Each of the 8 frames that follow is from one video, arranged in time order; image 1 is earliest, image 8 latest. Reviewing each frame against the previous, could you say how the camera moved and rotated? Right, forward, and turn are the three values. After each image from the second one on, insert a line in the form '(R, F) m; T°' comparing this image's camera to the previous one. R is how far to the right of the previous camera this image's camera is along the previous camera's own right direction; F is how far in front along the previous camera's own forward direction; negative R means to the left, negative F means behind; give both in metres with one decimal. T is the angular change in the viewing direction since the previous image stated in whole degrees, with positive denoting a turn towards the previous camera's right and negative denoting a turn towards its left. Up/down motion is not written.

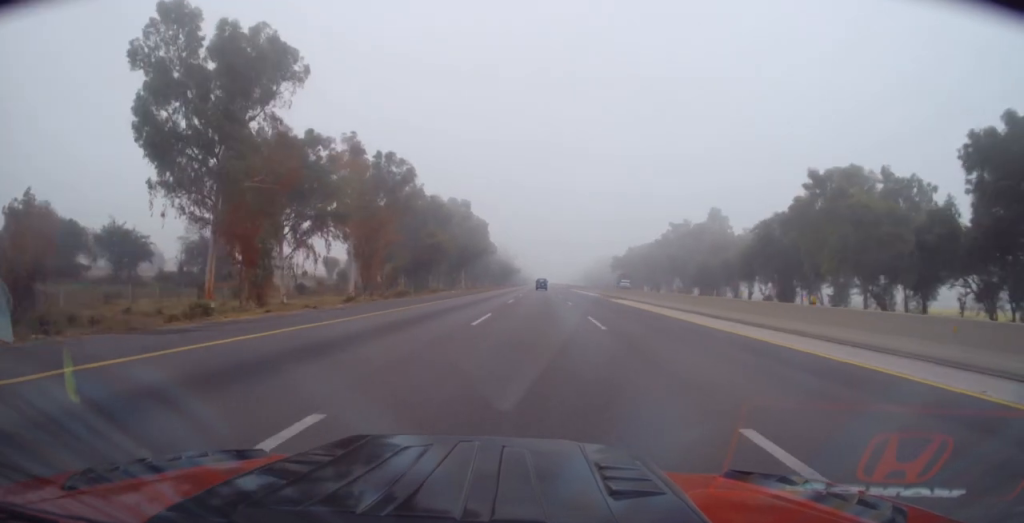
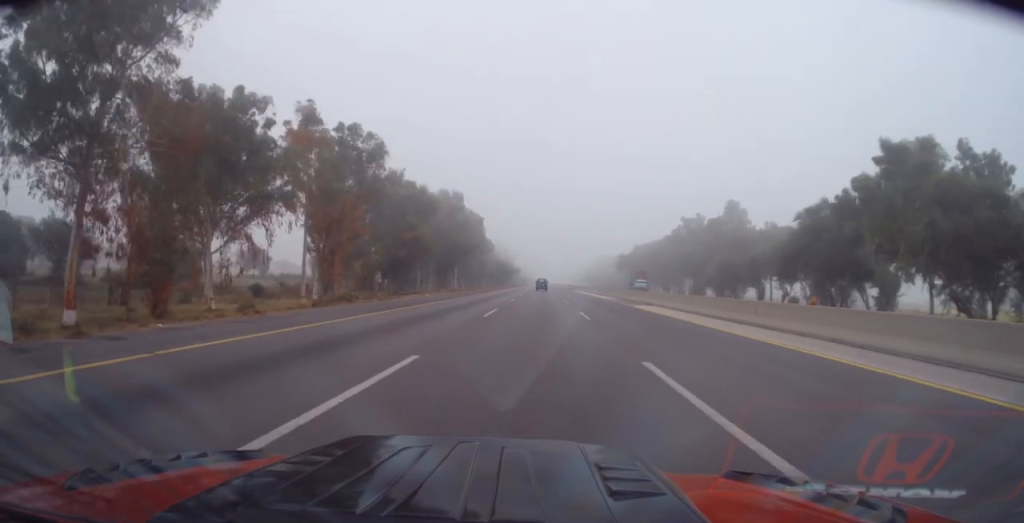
(+0.1, +13.2) m; 0°
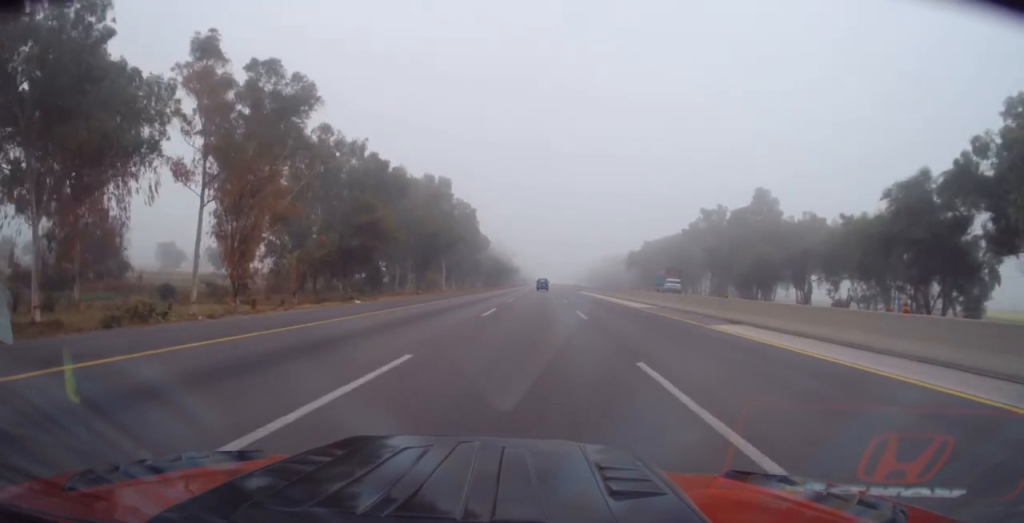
(-0.2, +17.9) m; -1°
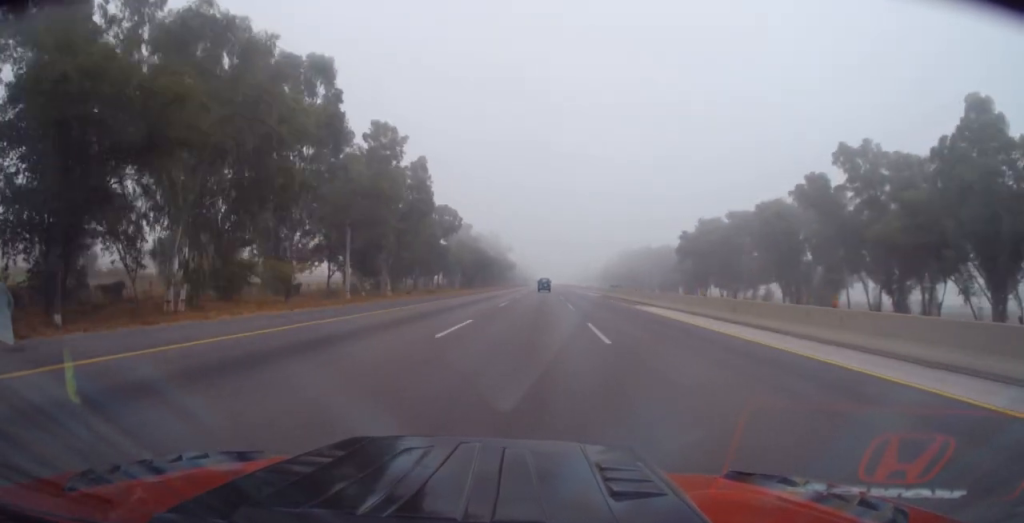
(+0.5, +62.7) m; +1°
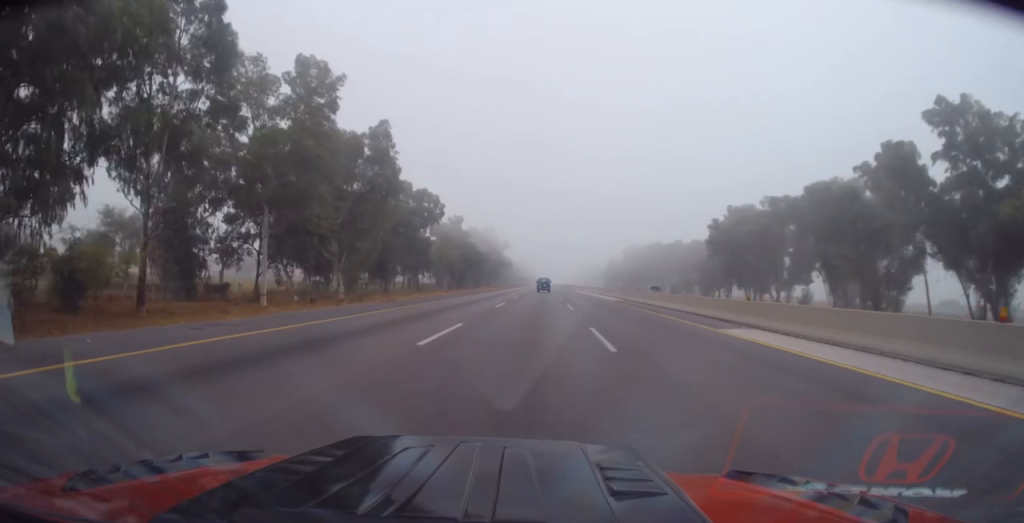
(0.0, +19.6) m; -1°
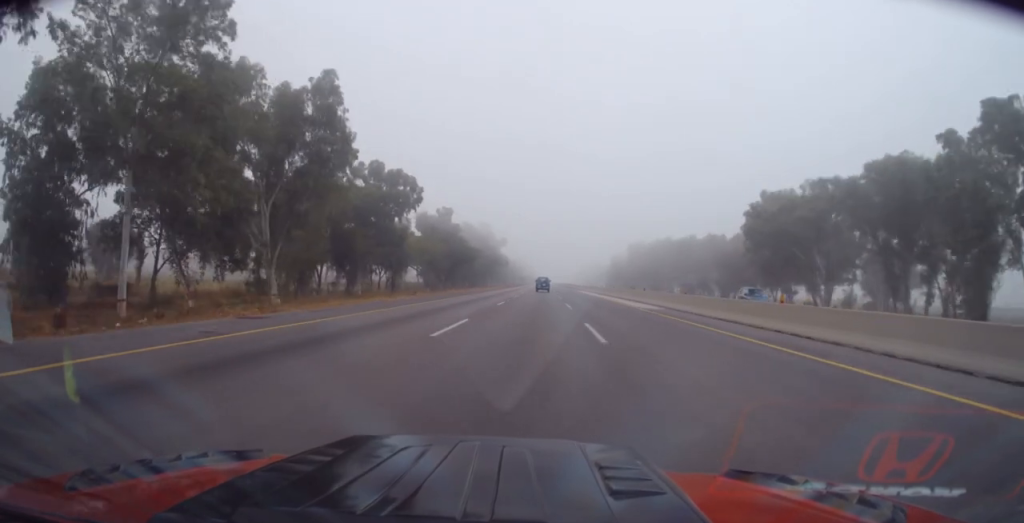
(-0.2, +16.5) m; -1°
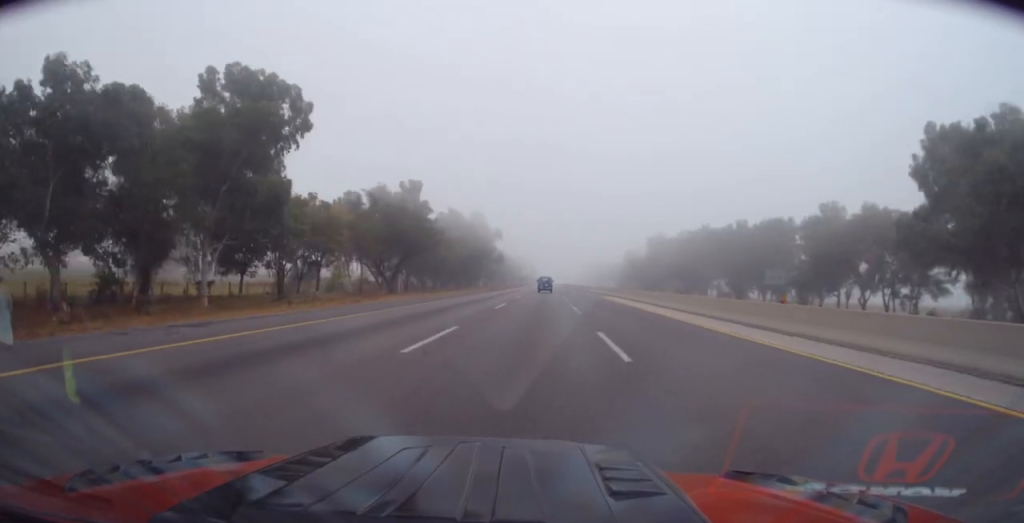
(-0.1, +38.9) m; 0°
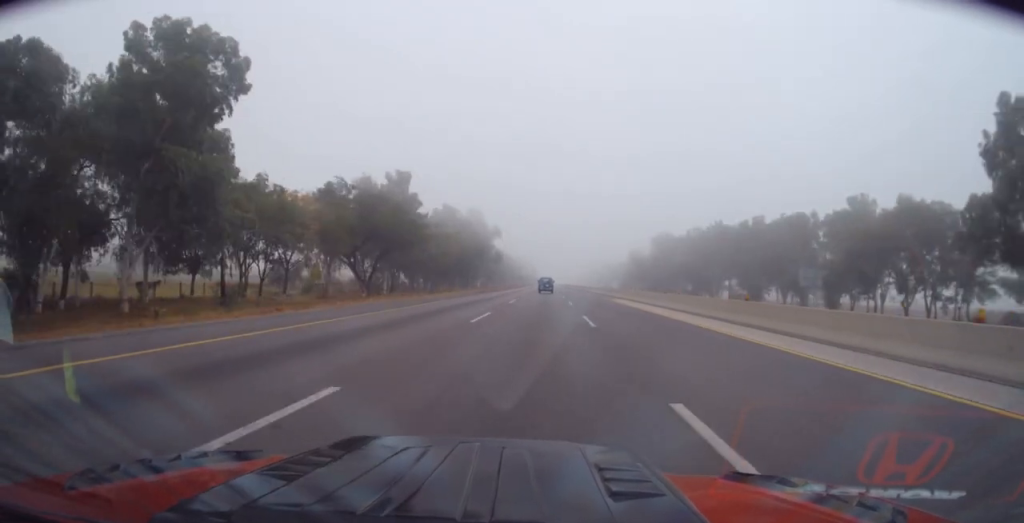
(0.0, +9.3) m; 0°
